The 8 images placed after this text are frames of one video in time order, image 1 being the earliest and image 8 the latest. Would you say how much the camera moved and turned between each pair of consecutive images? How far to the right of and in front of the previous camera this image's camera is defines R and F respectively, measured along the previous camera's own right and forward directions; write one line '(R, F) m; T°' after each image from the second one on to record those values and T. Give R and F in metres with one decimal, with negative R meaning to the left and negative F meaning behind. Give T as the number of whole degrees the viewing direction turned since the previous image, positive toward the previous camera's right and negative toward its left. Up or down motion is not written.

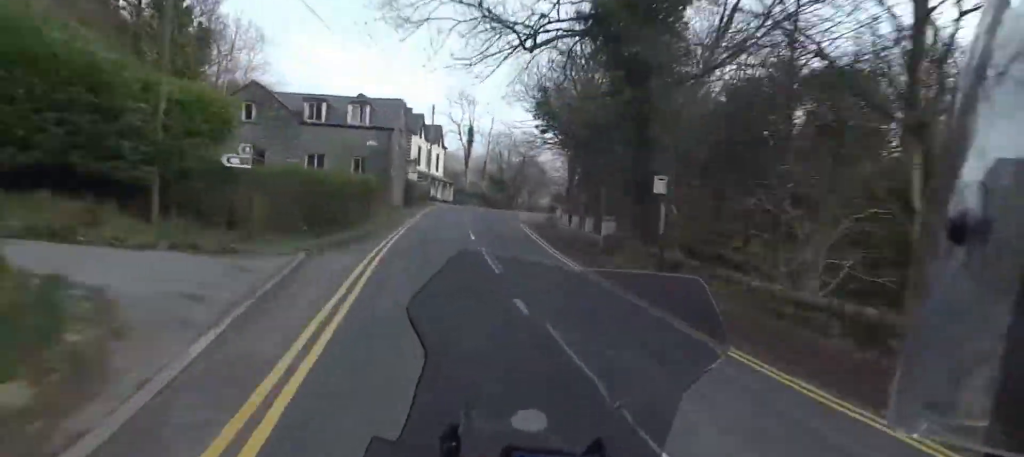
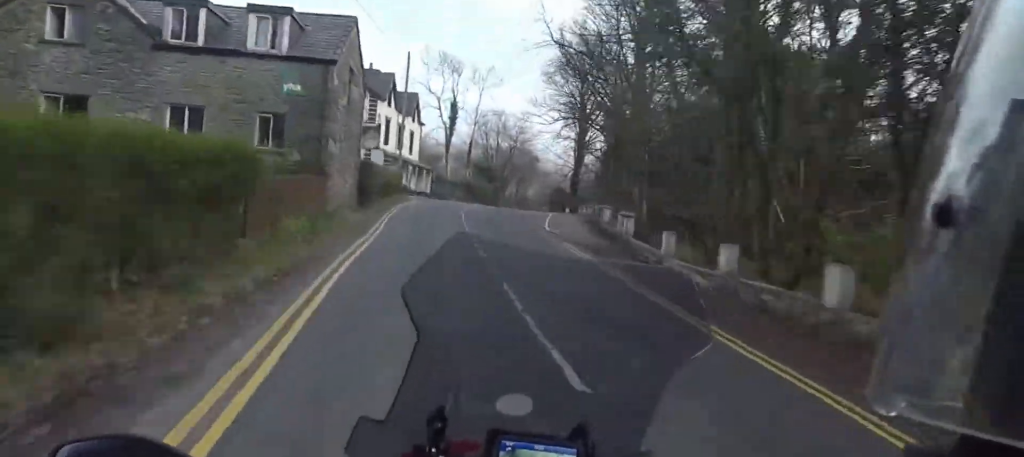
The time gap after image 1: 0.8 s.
(+1.6, +16.7) m; +6°
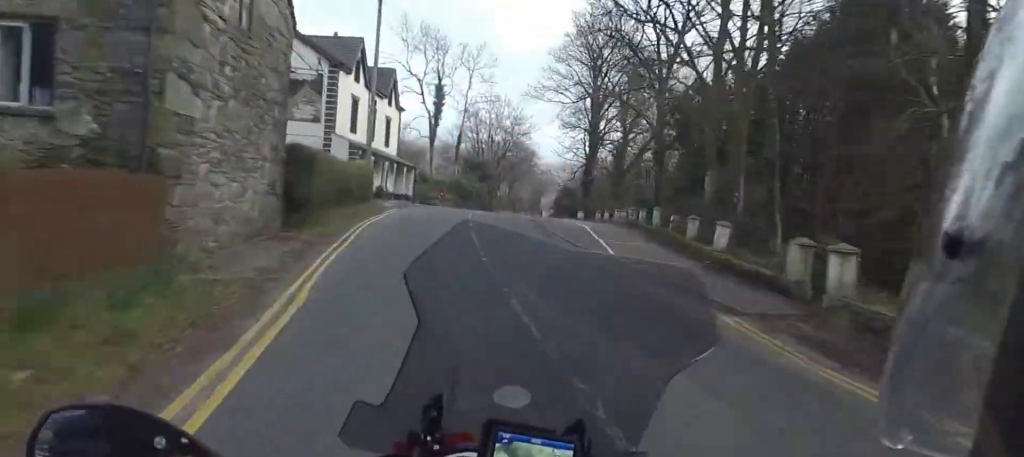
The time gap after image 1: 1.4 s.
(0.0, +11.8) m; +1°
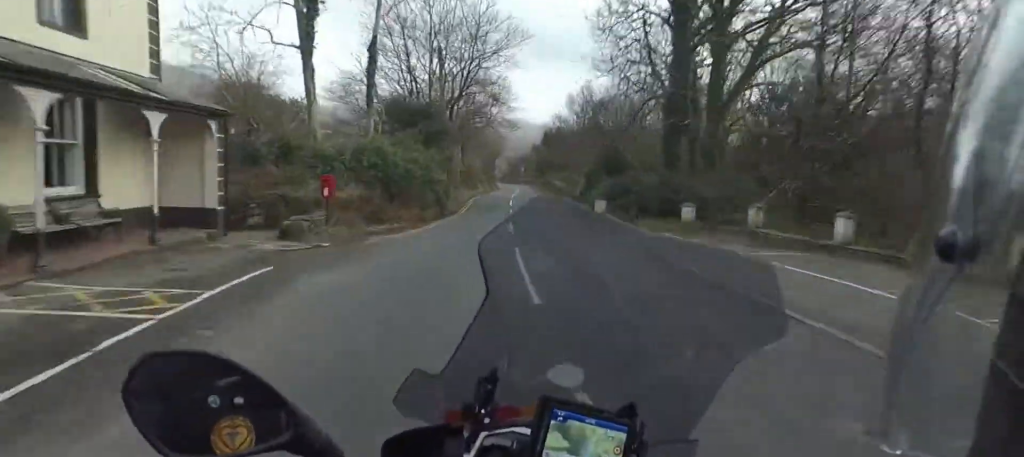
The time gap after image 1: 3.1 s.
(+1.3, +32.3) m; +6°
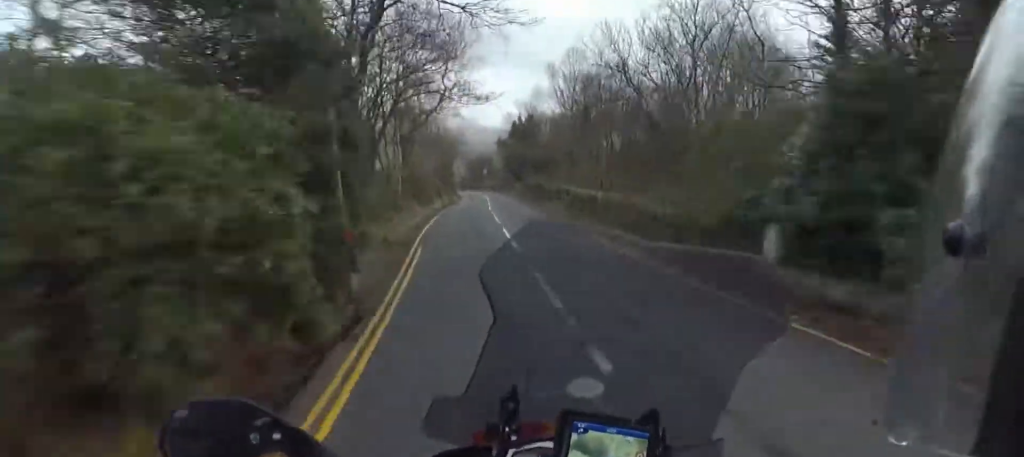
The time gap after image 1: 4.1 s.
(+1.0, +20.0) m; +6°
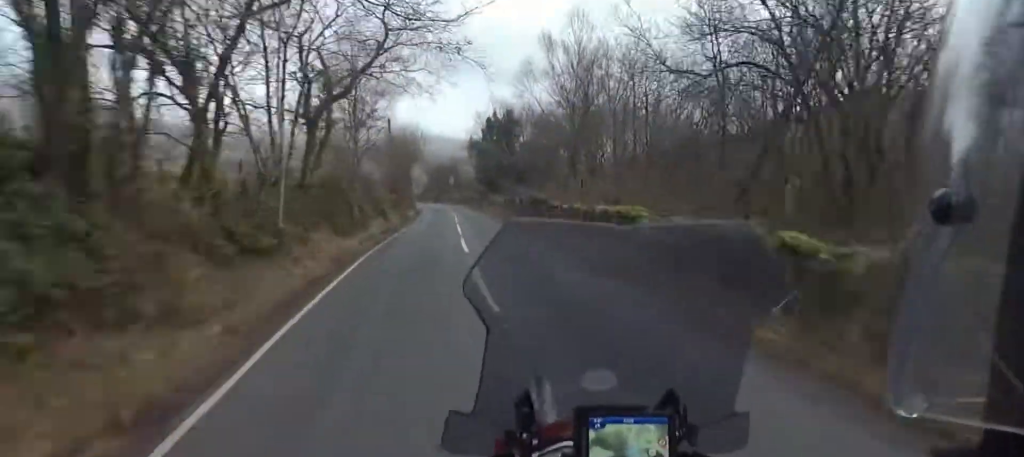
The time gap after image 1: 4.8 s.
(+0.5, +14.2) m; +4°
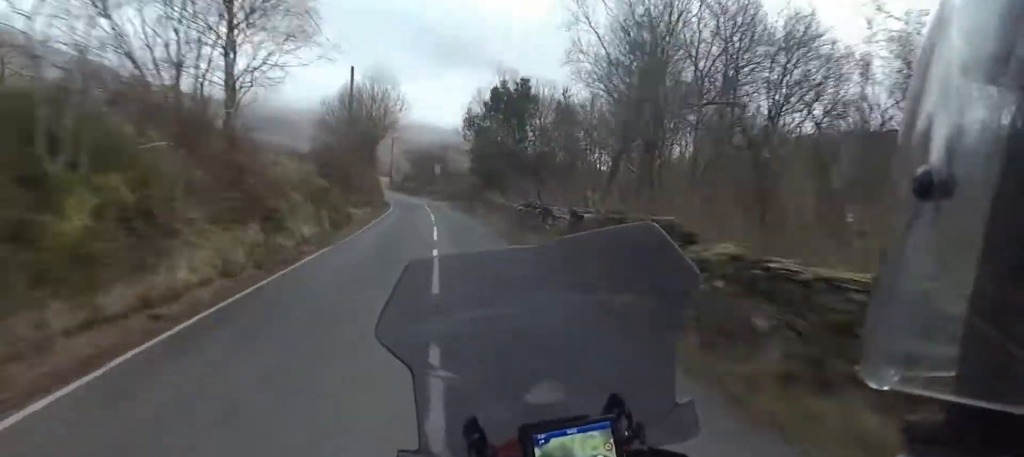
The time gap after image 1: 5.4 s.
(+0.5, +15.6) m; -1°
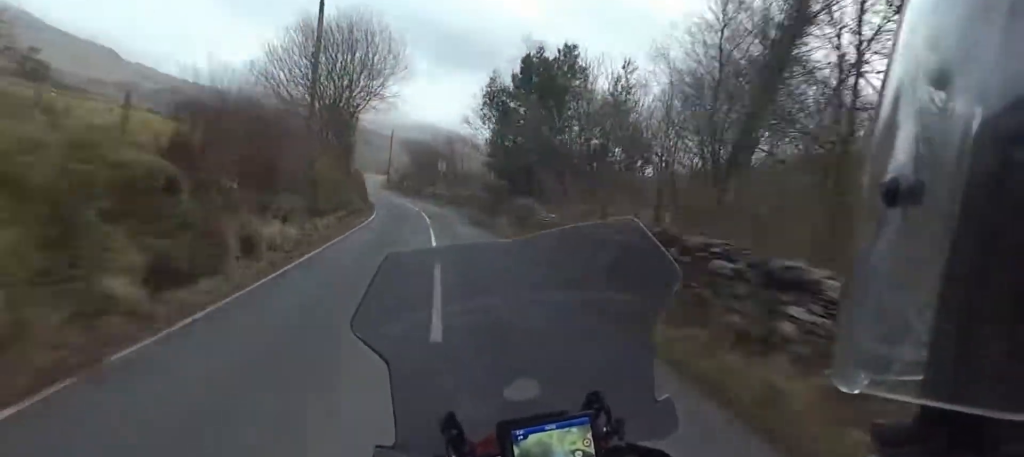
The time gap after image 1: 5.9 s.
(+0.2, +11.2) m; -1°
